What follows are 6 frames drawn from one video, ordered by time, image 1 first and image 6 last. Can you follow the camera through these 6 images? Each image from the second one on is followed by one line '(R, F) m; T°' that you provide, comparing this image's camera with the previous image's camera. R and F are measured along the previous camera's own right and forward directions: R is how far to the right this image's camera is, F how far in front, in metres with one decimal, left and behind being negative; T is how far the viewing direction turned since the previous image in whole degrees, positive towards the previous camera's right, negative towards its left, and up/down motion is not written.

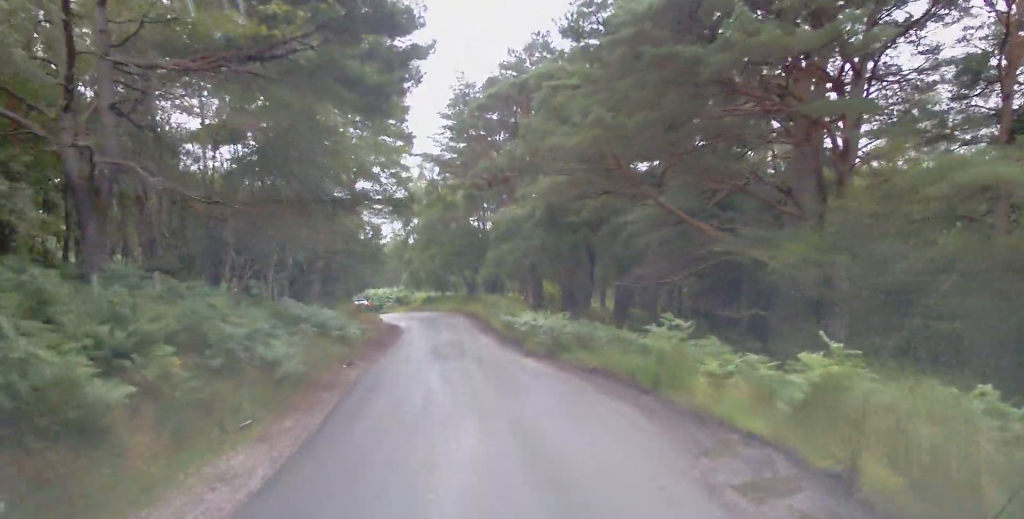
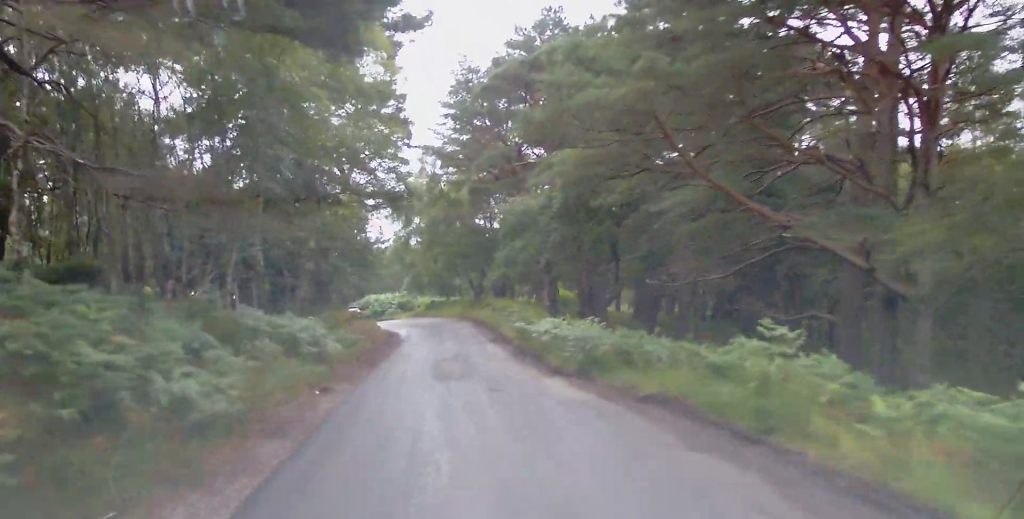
(0.0, +4.3) m; 0°
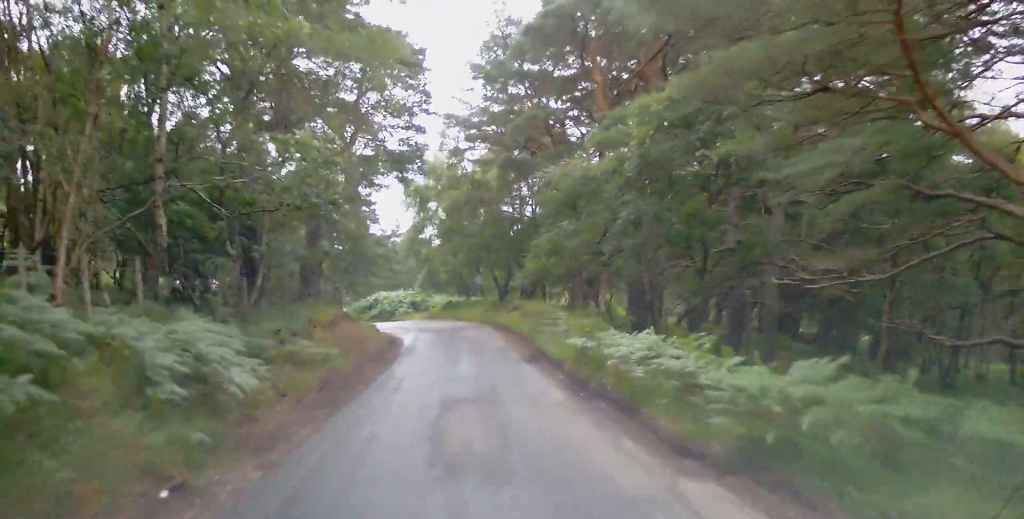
(0.0, +8.2) m; -1°
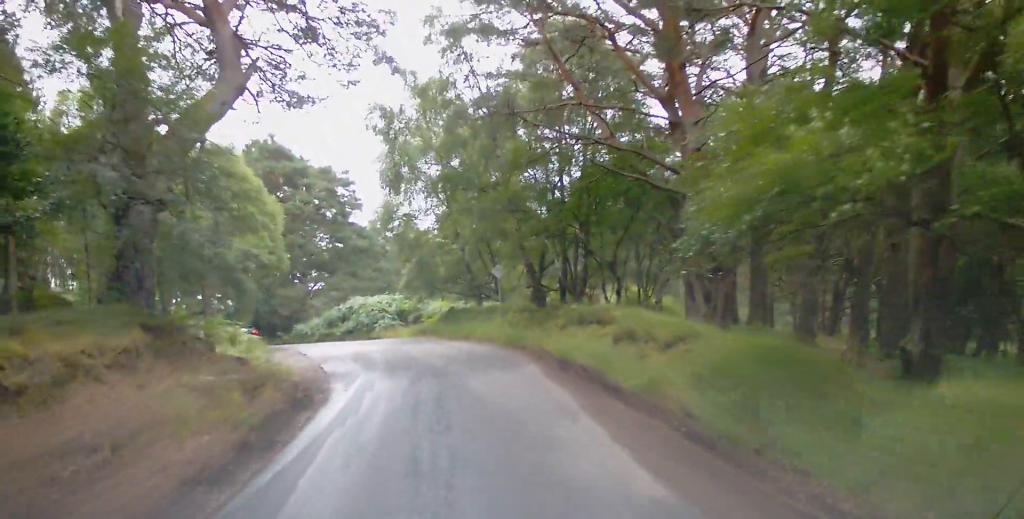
(-0.5, +18.3) m; -4°
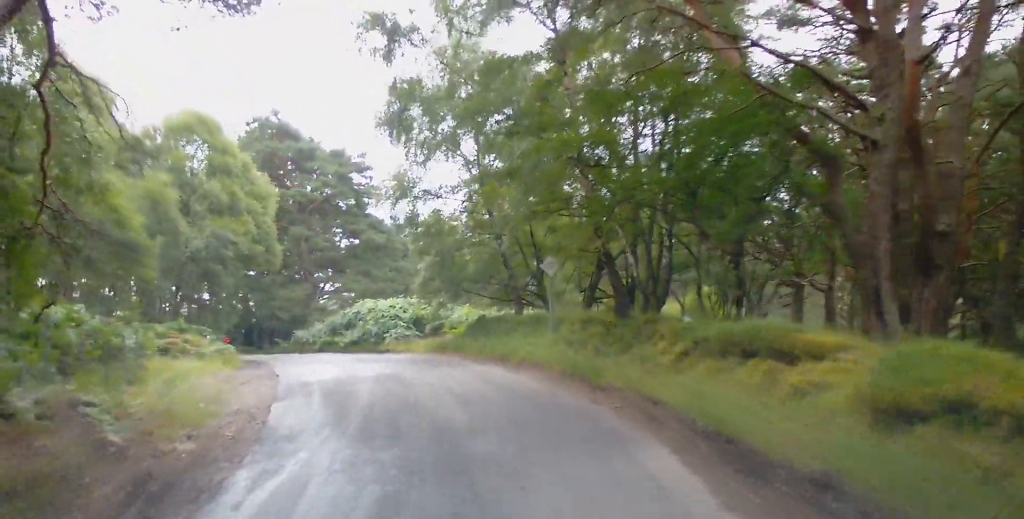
(-0.2, +8.0) m; -3°
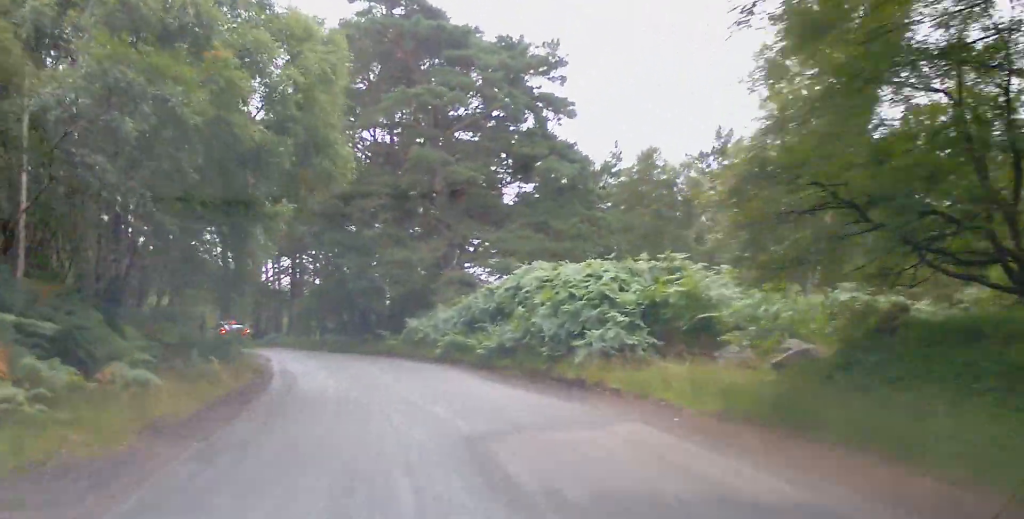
(-1.8, +19.3) m; -8°
